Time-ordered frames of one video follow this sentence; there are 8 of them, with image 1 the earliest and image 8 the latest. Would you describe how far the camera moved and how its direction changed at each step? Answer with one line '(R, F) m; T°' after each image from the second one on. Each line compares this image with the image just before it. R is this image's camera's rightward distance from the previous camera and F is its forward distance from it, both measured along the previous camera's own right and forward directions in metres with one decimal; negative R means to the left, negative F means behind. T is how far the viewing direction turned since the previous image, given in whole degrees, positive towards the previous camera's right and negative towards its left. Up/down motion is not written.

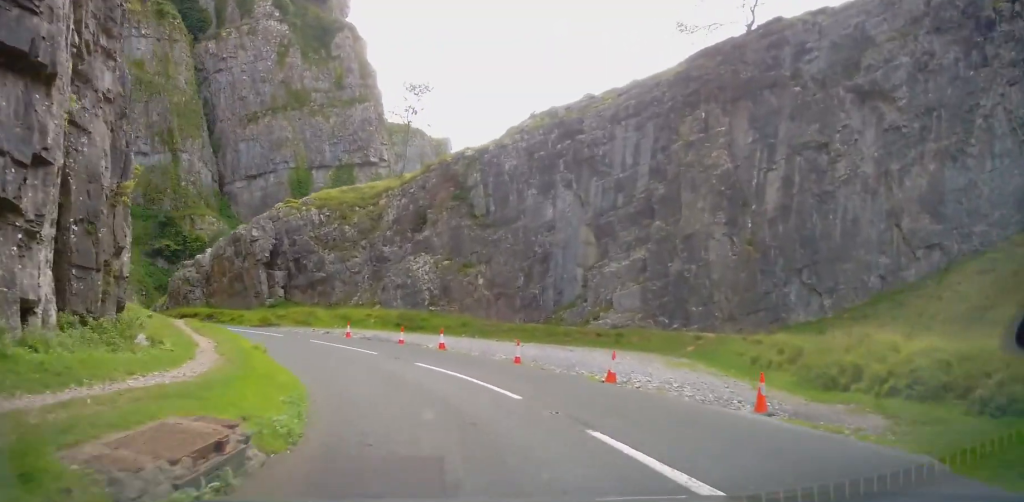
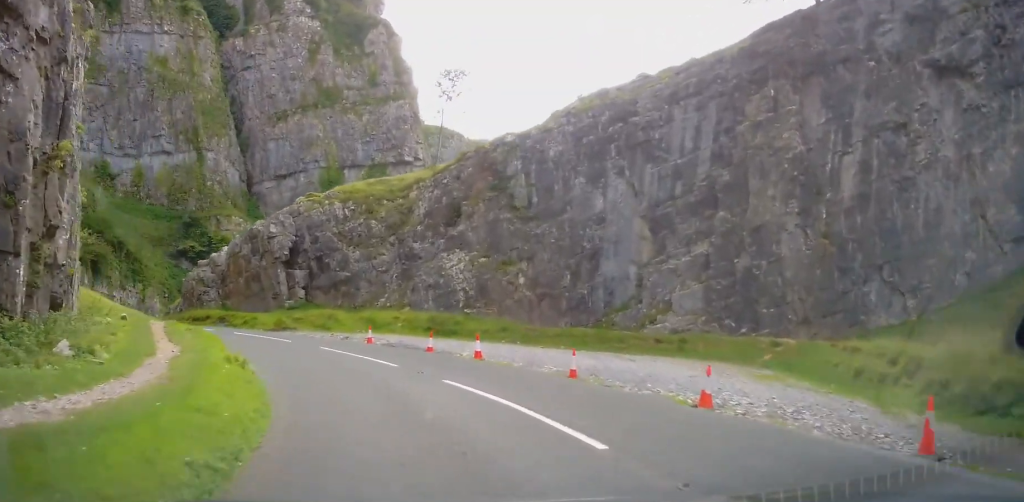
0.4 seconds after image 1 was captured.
(+0.1, +3.8) m; -2°
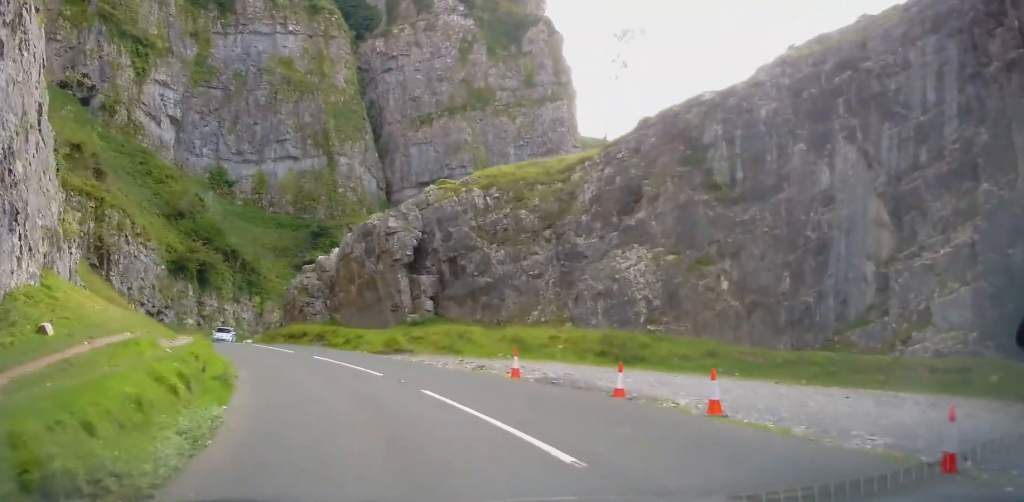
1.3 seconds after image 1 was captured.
(-0.3, +8.7) m; -9°
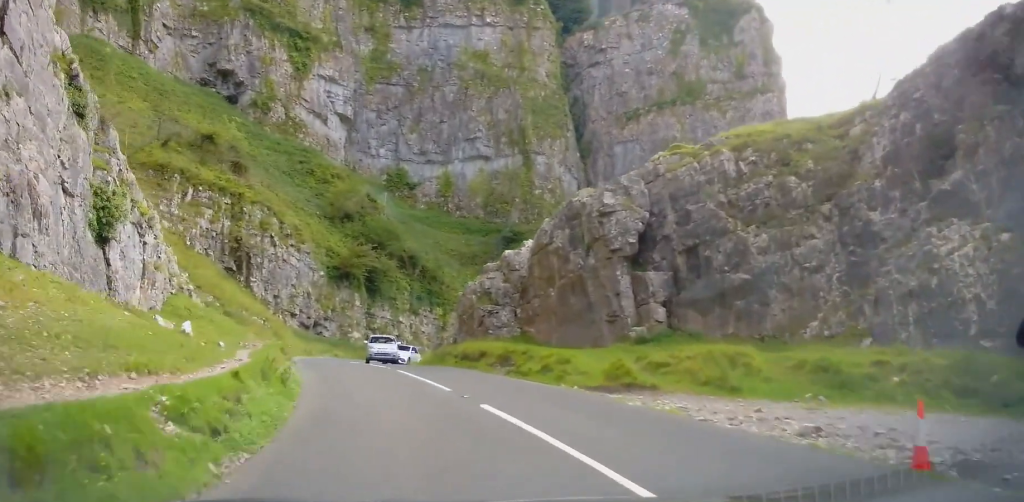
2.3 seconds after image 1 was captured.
(-1.1, +8.8) m; -14°
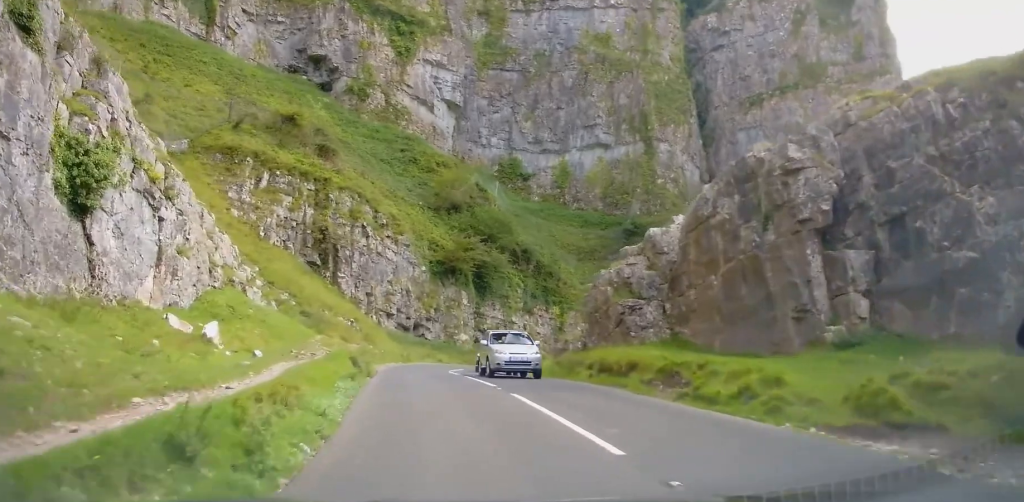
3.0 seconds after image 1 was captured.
(-0.6, +6.3) m; -9°
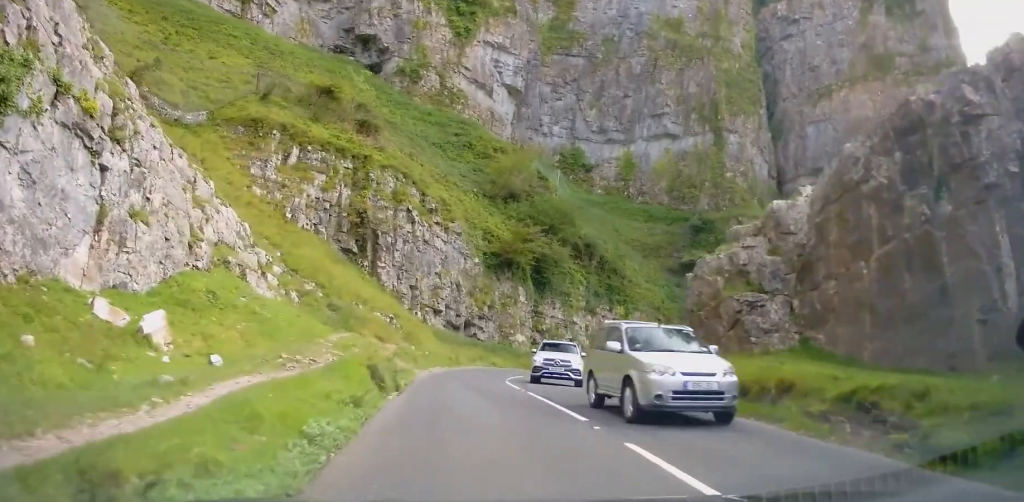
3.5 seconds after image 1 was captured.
(-0.3, +5.3) m; -4°
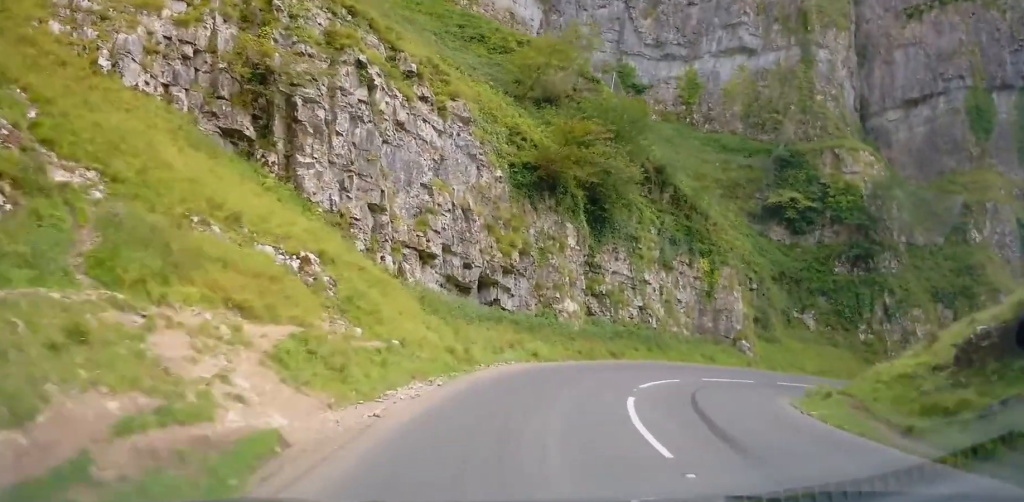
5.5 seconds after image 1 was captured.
(-1.3, +18.4) m; 0°
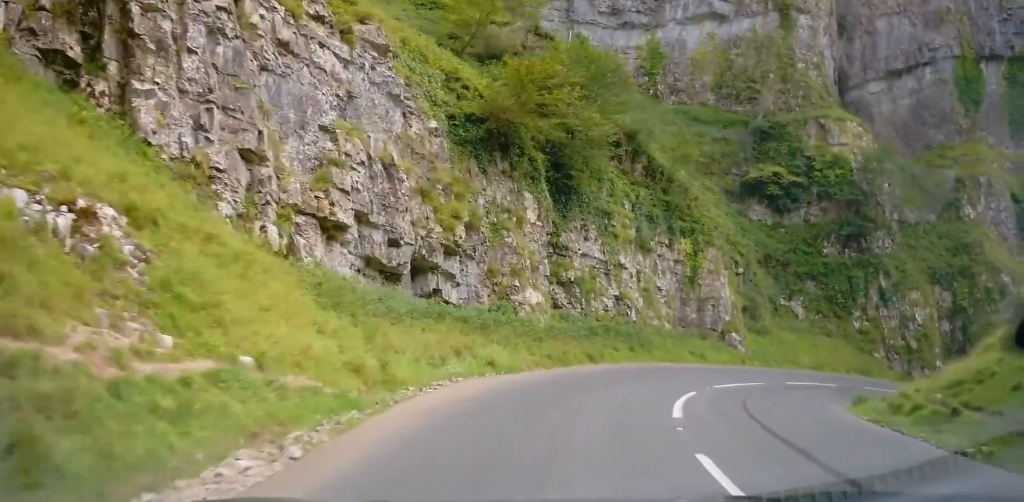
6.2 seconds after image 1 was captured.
(+0.2, +6.3) m; +5°
